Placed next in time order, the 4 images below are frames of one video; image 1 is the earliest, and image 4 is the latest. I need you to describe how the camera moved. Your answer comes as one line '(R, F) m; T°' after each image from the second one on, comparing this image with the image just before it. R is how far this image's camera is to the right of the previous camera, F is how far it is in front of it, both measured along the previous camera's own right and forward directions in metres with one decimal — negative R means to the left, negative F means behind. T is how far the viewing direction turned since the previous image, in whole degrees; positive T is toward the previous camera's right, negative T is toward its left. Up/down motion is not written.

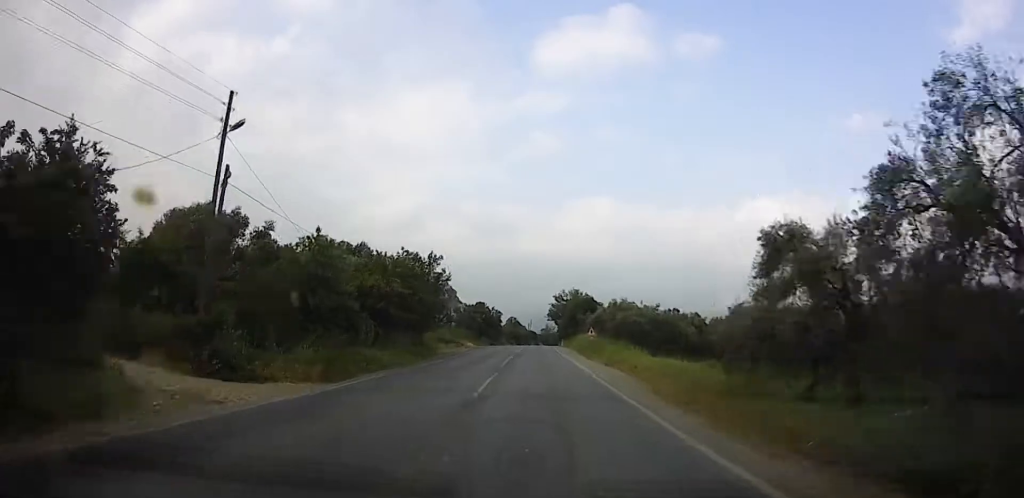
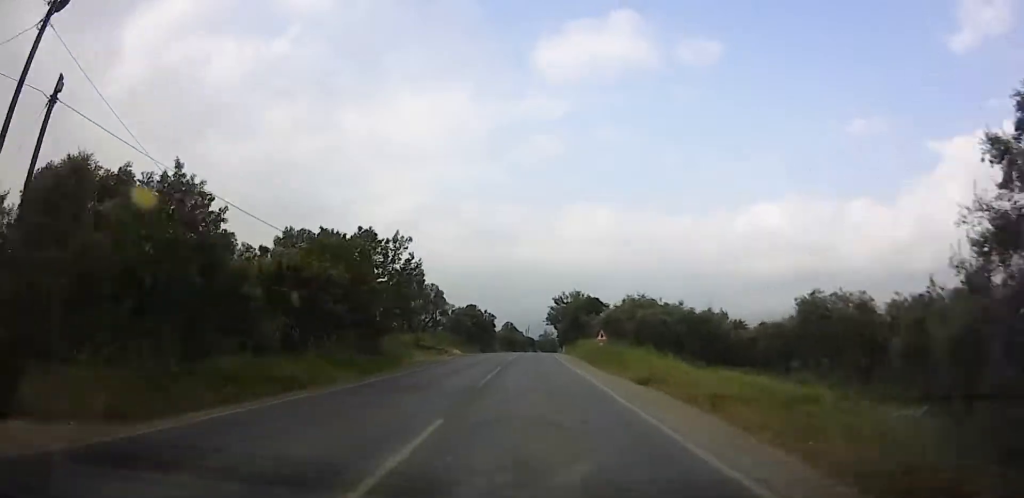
(0.0, +8.6) m; 0°
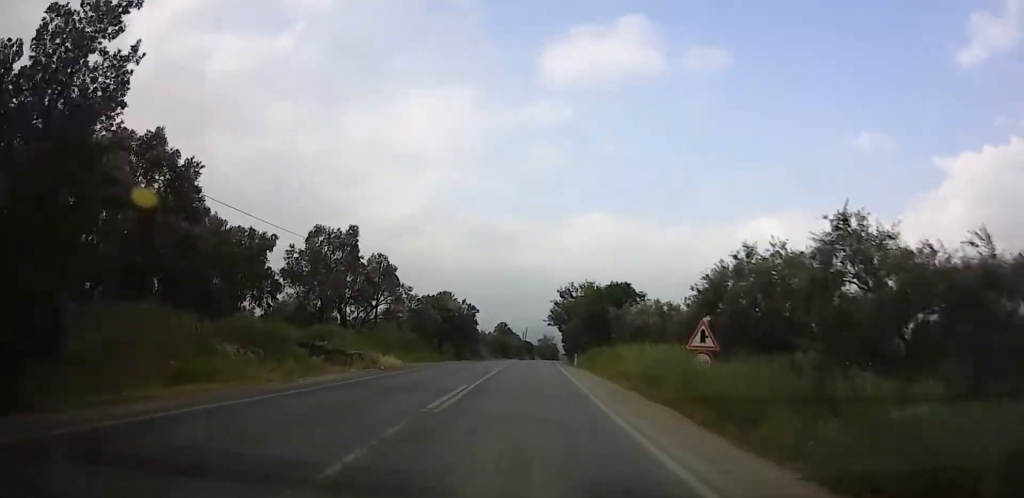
(0.0, +22.2) m; 0°
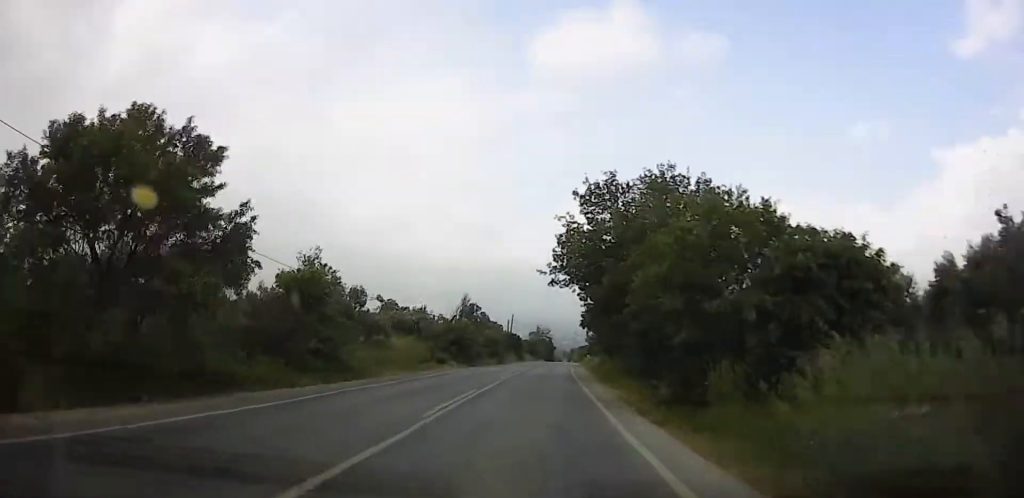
(+0.6, +44.7) m; +2°
